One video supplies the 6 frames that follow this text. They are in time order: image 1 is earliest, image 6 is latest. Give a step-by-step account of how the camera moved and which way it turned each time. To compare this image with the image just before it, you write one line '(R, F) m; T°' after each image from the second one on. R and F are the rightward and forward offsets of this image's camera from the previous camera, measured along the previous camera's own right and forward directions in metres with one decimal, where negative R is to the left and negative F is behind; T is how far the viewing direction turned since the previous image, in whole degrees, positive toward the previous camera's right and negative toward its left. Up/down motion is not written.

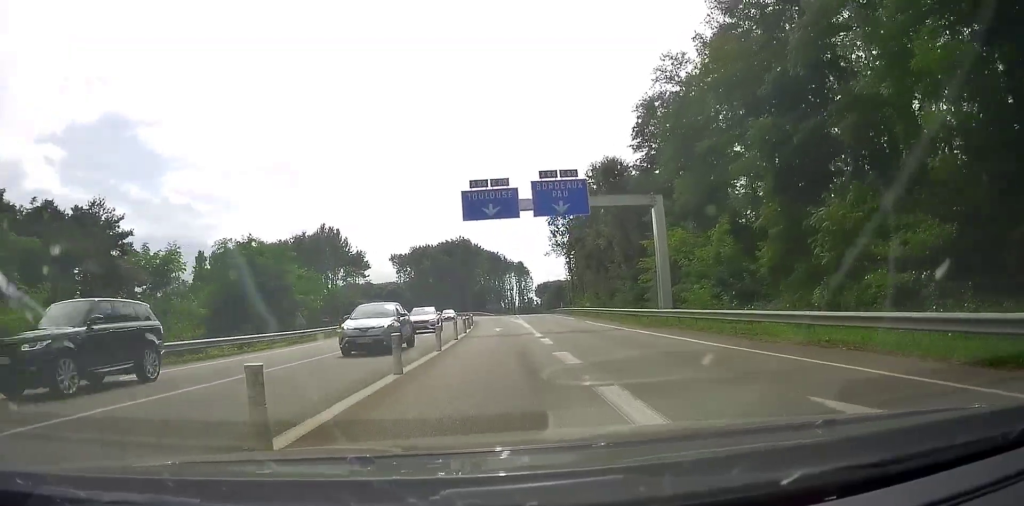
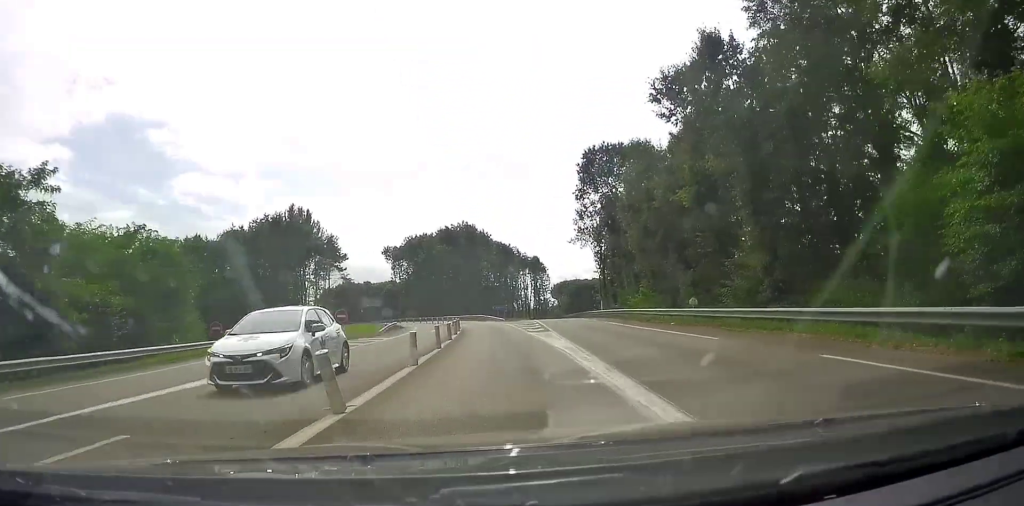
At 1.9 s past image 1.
(+0.4, +30.1) m; +1°
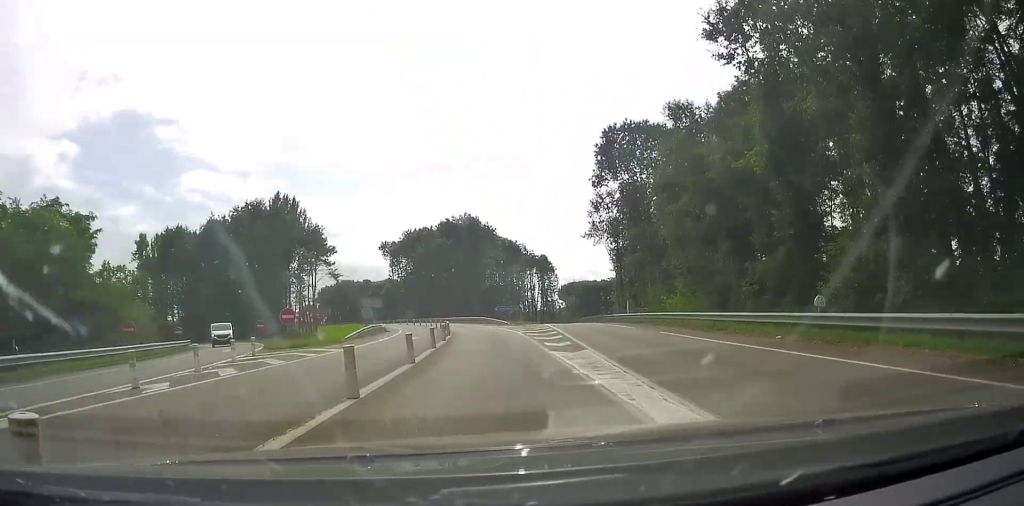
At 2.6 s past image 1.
(-0.1, +11.3) m; -1°
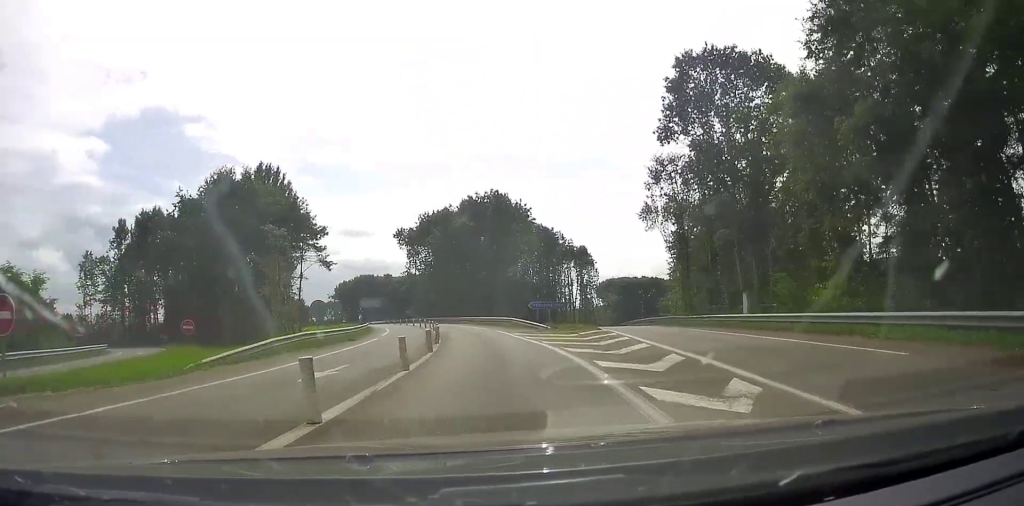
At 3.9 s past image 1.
(-0.1, +20.9) m; 0°
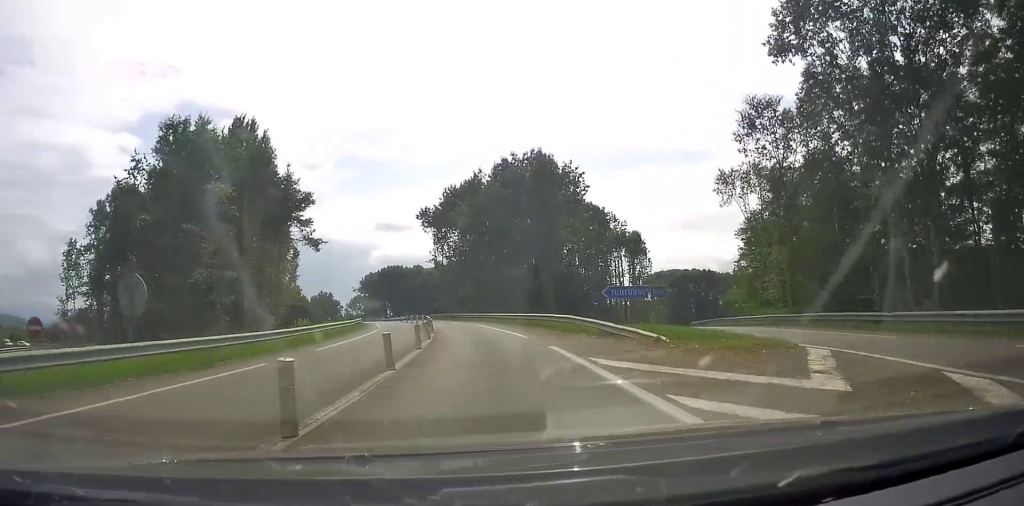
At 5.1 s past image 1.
(-0.3, +19.8) m; -4°
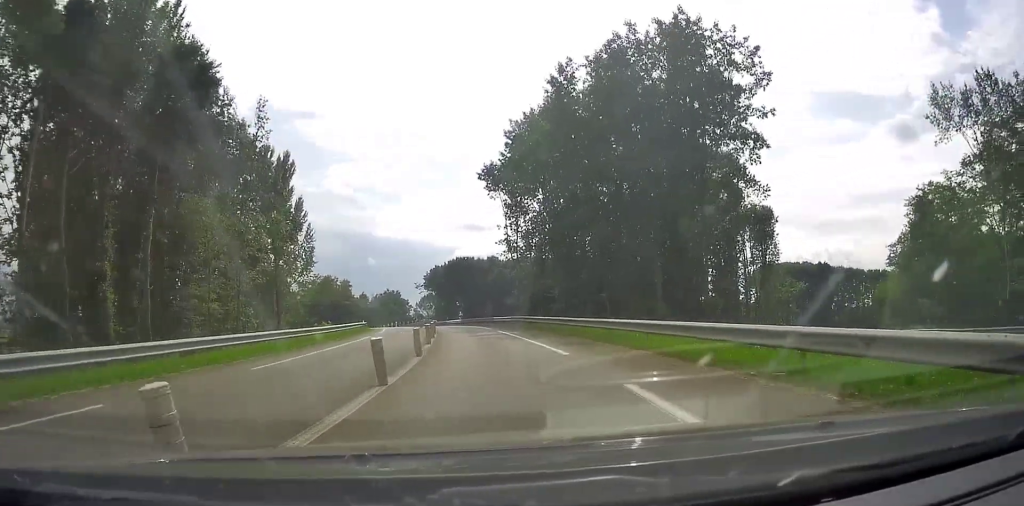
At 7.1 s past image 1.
(-2.1, +33.4) m; -7°
